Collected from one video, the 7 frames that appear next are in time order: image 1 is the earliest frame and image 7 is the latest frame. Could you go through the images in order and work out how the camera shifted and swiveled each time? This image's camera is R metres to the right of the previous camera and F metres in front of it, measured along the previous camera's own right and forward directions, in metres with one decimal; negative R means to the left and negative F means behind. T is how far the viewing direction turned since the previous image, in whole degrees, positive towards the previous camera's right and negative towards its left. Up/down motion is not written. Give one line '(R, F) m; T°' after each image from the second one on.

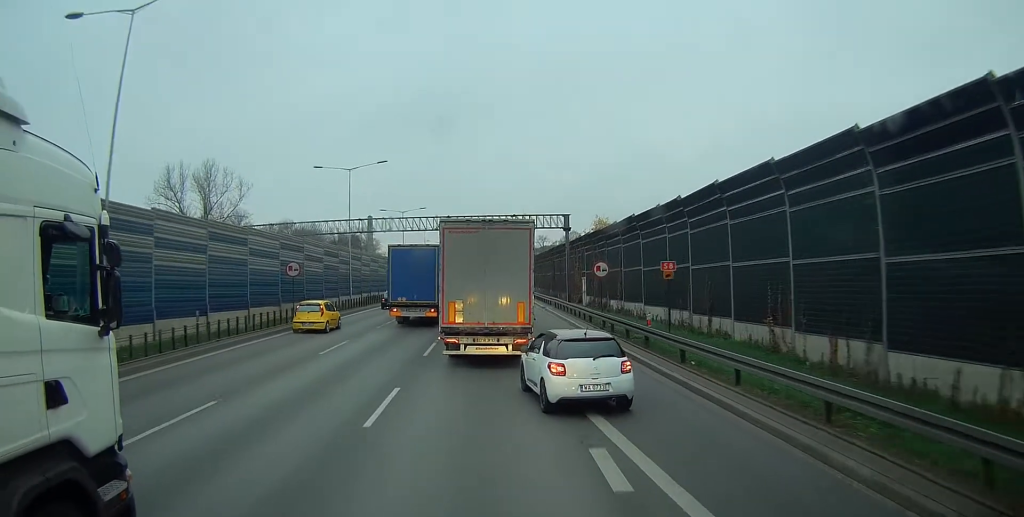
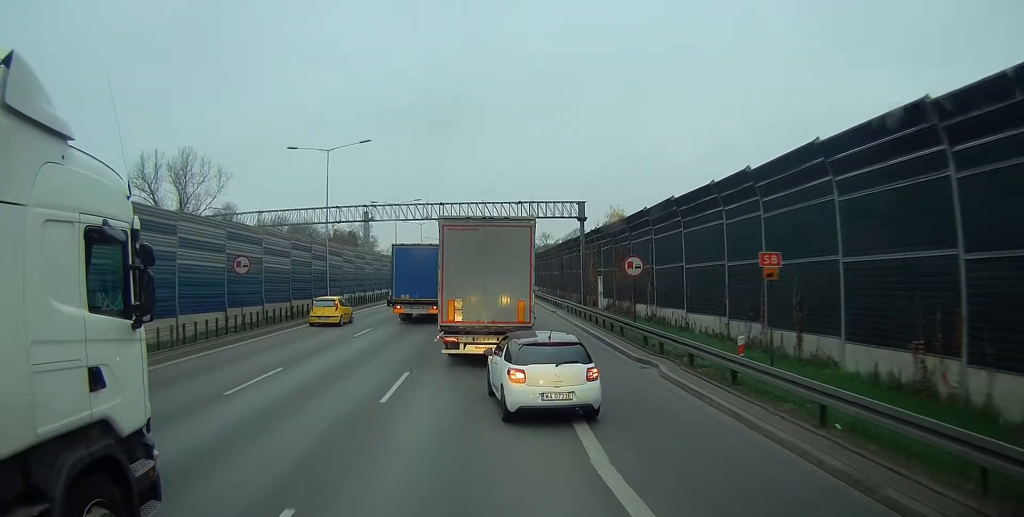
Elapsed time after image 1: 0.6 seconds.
(-0.1, +8.1) m; 0°
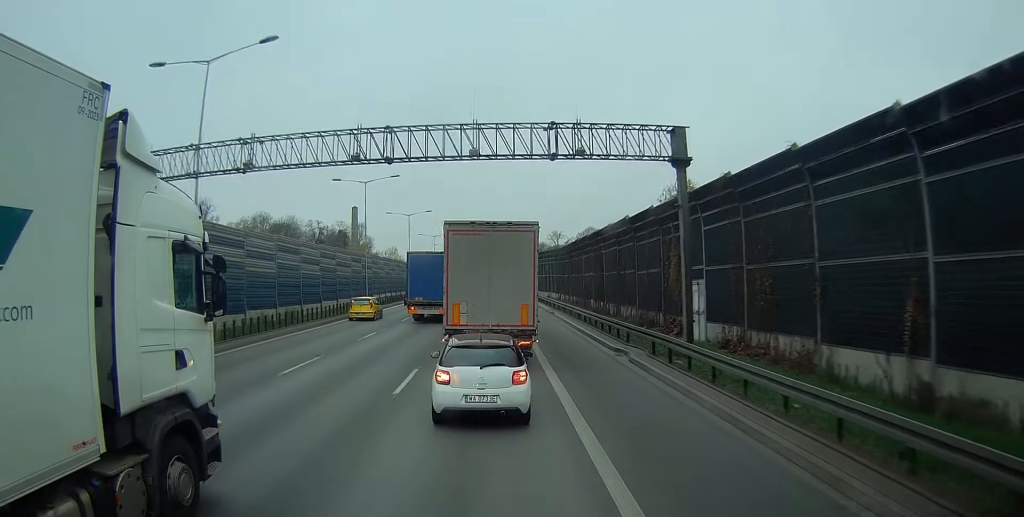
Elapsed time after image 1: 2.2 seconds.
(0.0, +22.7) m; 0°
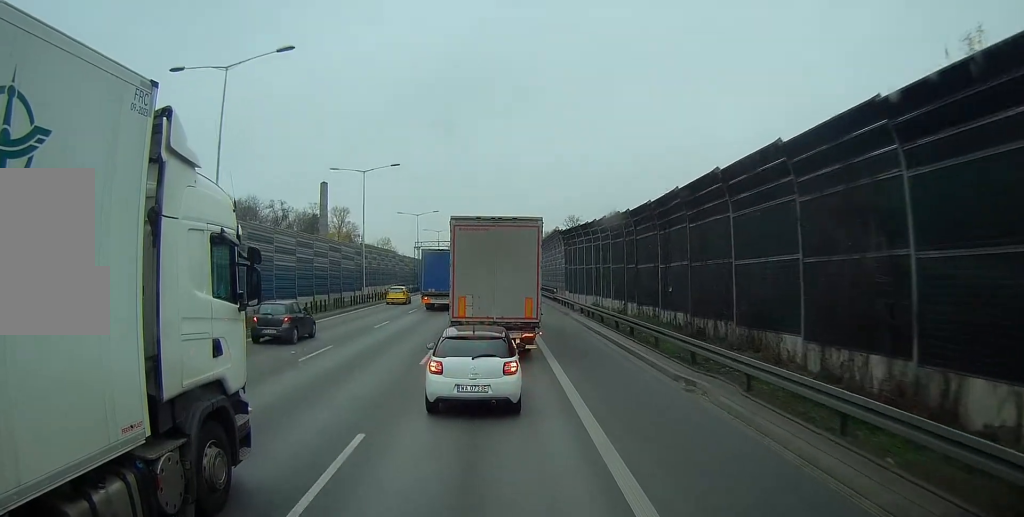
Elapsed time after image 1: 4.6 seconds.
(-0.3, +34.7) m; -1°
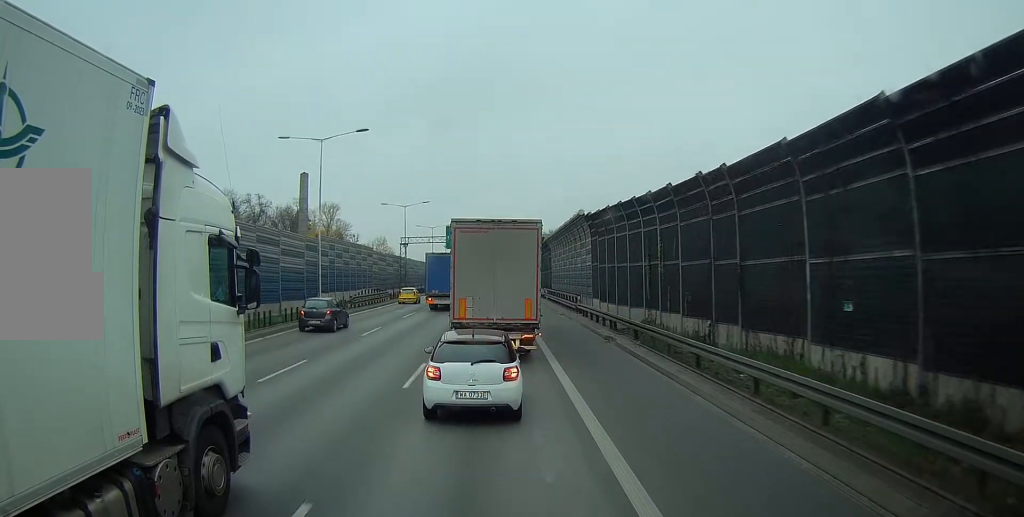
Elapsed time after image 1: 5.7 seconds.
(-0.1, +15.2) m; 0°
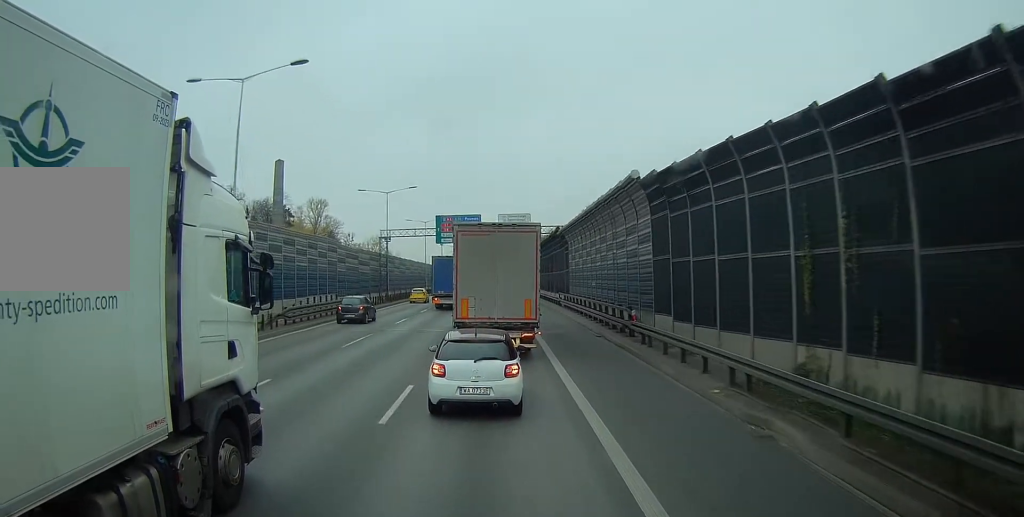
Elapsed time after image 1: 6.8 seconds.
(0.0, +15.6) m; 0°
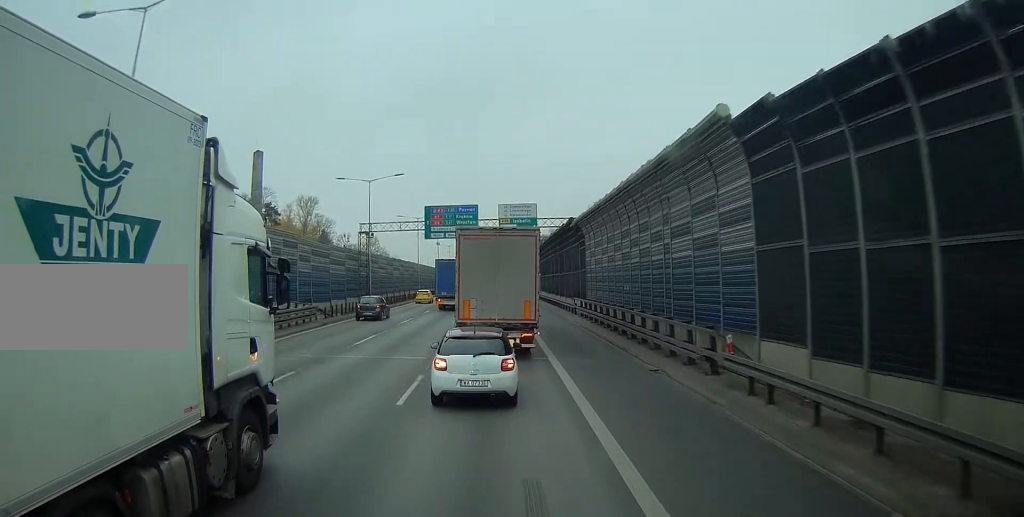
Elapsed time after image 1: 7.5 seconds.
(+0.1, +10.4) m; 0°
